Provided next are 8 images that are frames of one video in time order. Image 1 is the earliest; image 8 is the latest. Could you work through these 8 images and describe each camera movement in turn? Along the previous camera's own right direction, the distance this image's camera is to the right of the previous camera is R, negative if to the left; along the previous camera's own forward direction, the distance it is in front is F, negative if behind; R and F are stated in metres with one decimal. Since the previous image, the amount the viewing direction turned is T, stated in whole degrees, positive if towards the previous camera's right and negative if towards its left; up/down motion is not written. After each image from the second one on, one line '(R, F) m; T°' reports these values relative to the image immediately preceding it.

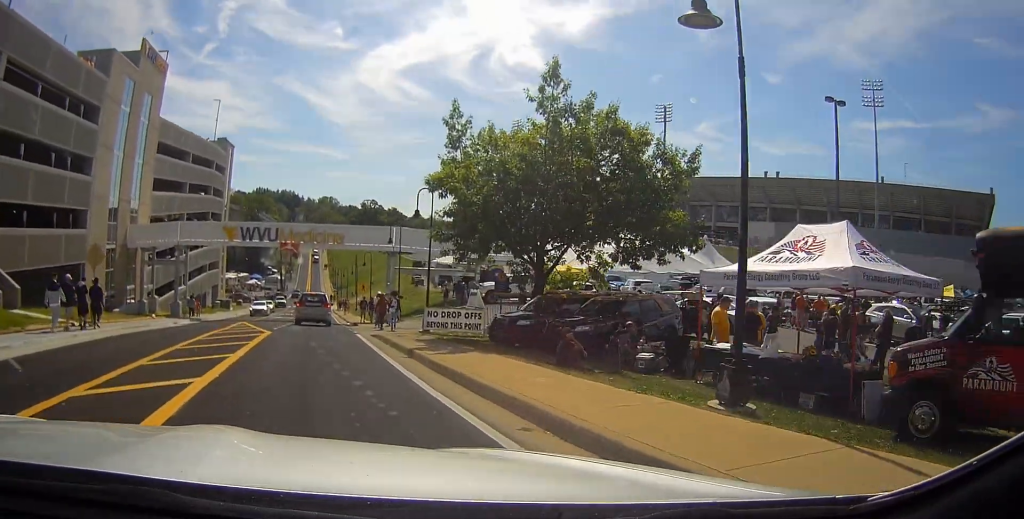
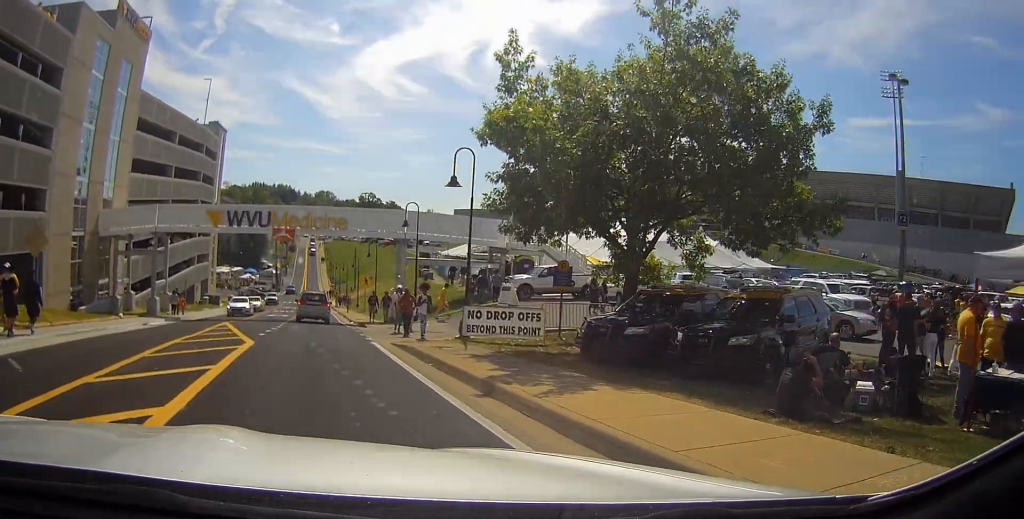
(-0.1, +7.1) m; -1°
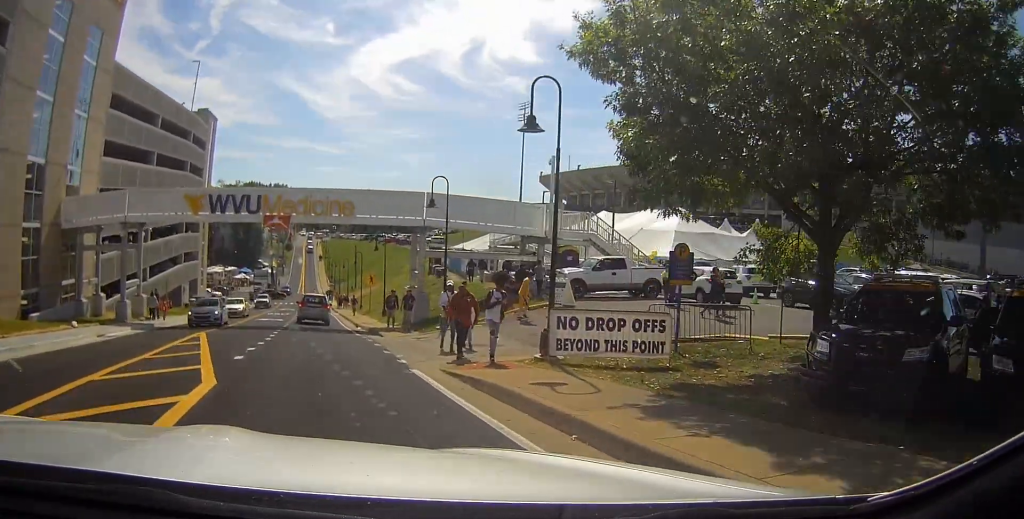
(0.0, +7.0) m; 0°
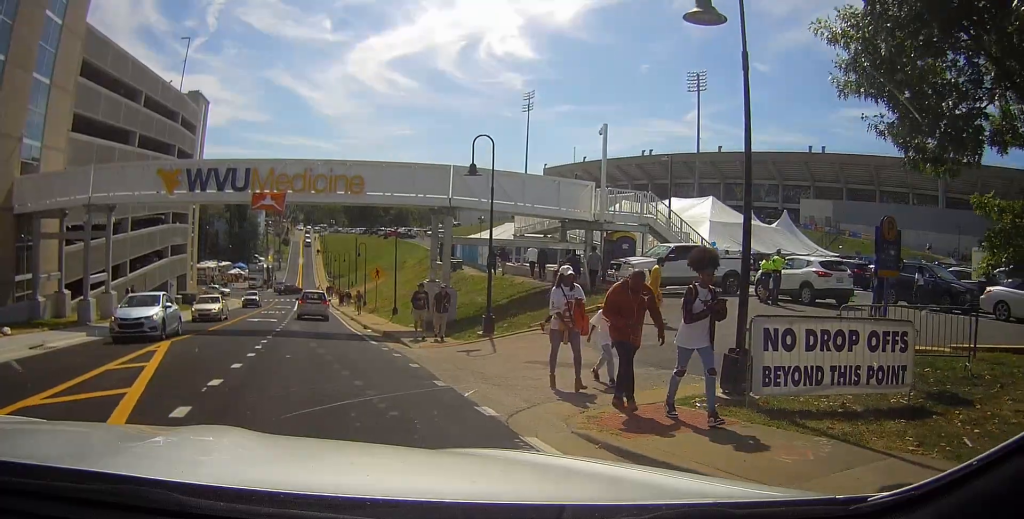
(0.0, +6.2) m; +1°
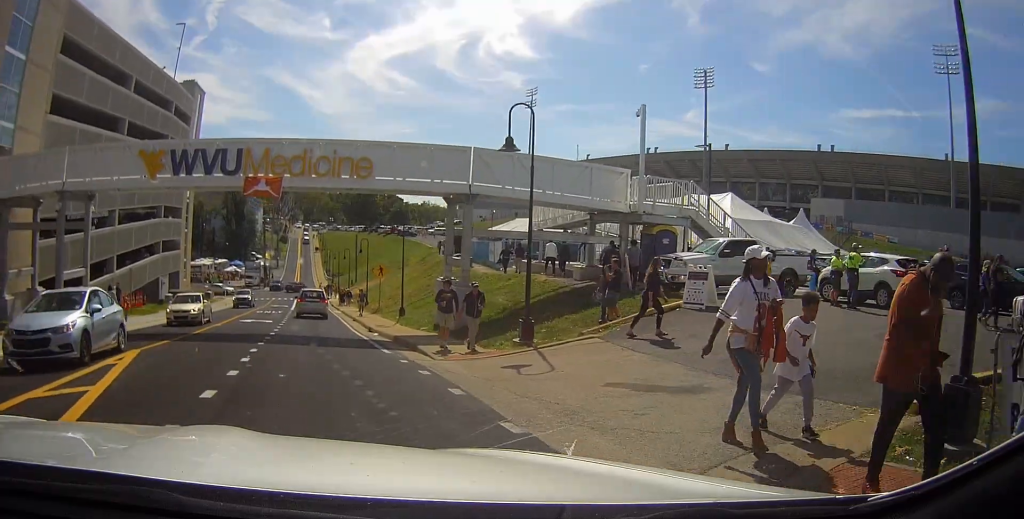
(0.0, +3.3) m; +1°
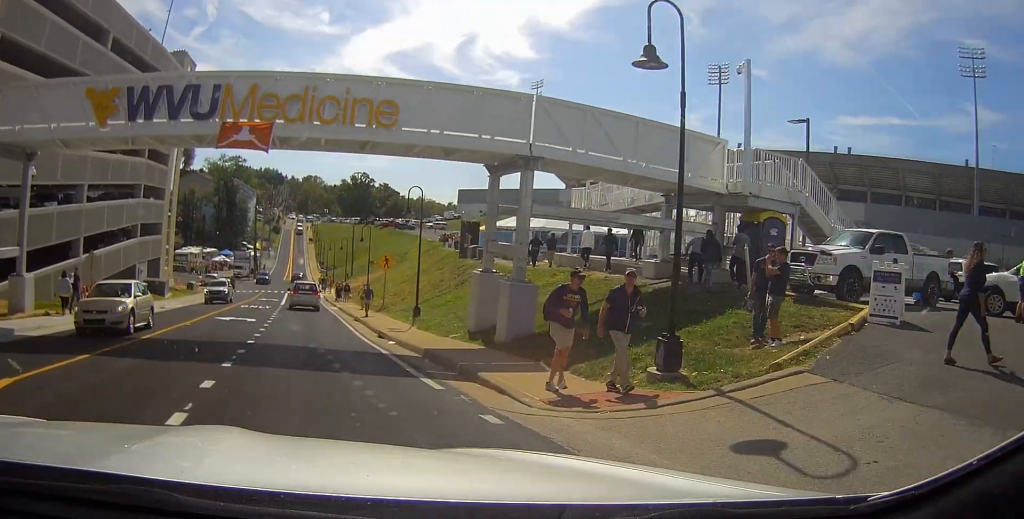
(+0.1, +6.7) m; +2°
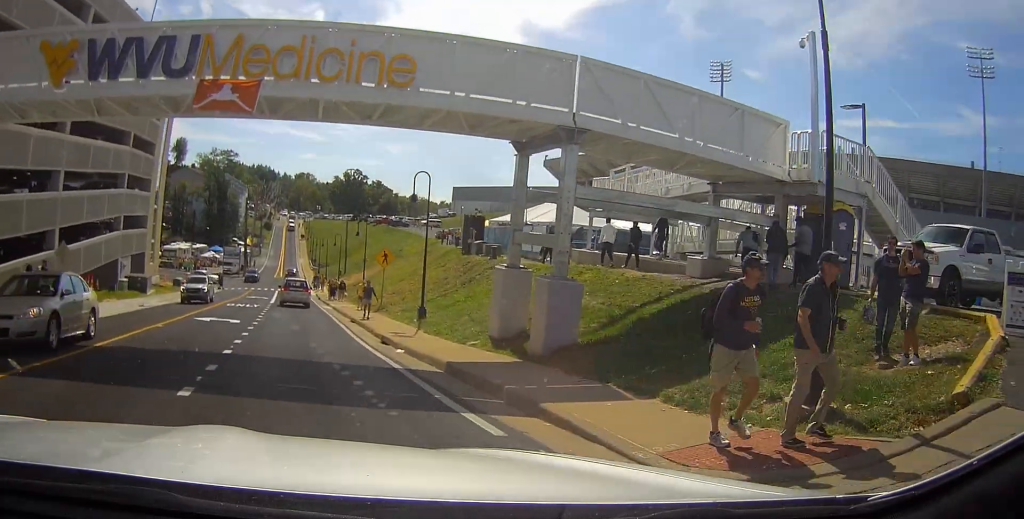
(0.0, +3.3) m; +1°
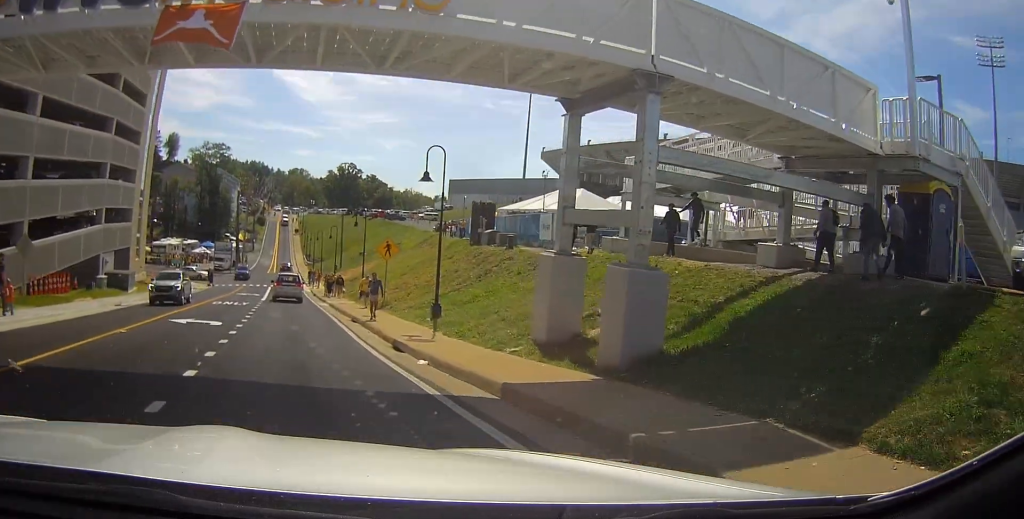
(+0.1, +3.7) m; 0°
